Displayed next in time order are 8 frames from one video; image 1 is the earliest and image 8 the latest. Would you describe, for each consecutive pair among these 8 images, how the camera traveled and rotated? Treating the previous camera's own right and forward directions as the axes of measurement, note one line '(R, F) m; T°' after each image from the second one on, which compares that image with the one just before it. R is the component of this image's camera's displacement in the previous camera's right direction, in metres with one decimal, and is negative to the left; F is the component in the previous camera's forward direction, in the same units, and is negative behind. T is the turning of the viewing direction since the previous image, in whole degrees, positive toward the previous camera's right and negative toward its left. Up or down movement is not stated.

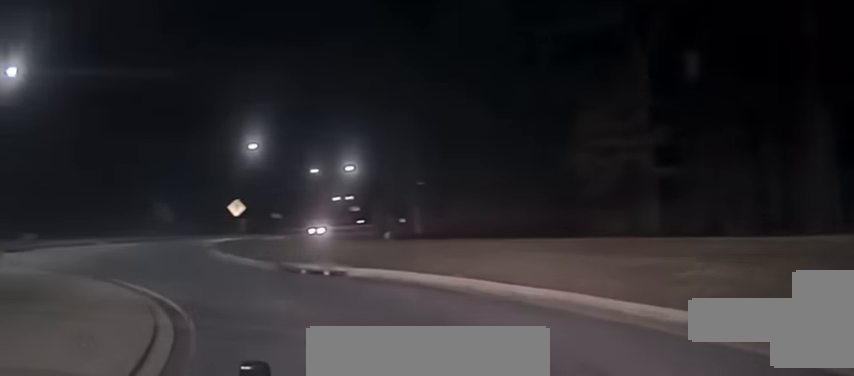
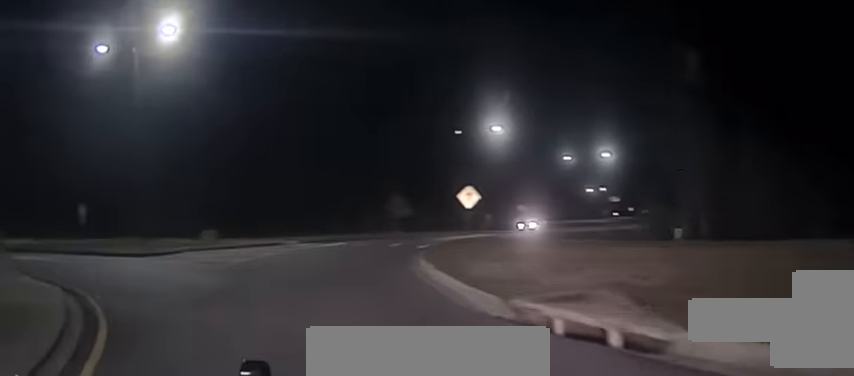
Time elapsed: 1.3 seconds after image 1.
(-1.6, +10.7) m; -18°
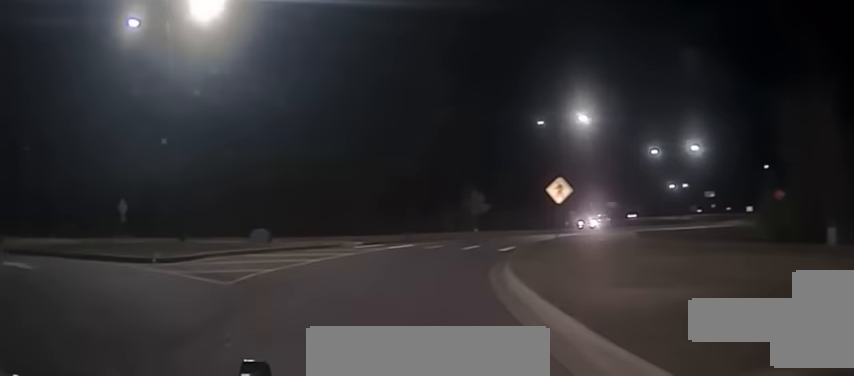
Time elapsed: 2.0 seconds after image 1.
(-0.3, +5.3) m; -7°
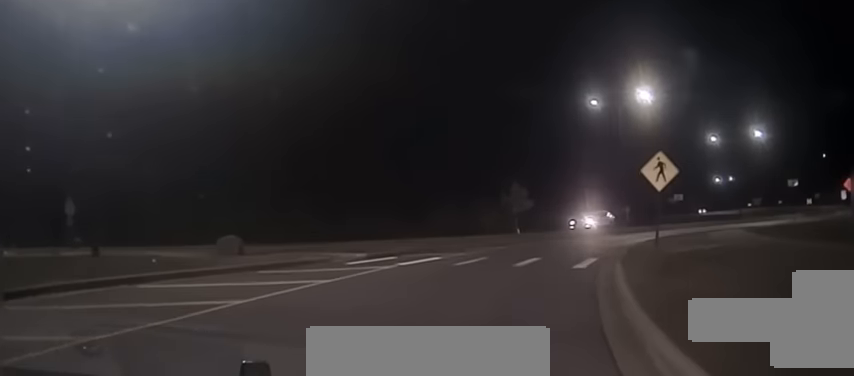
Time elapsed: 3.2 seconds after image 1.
(-0.6, +10.2) m; -1°
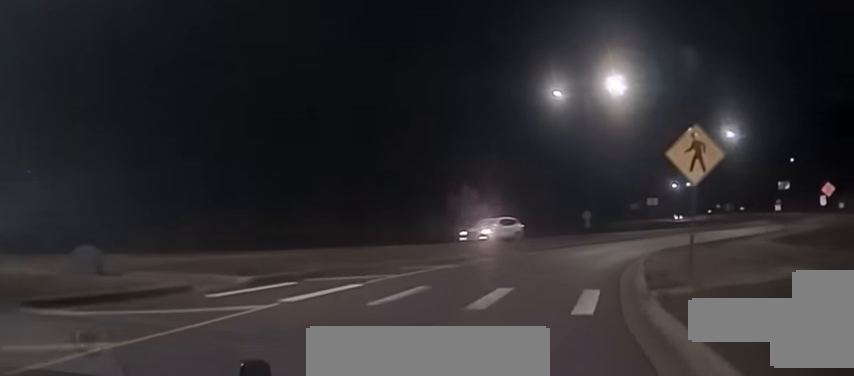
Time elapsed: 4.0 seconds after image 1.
(+0.3, +7.4) m; +4°
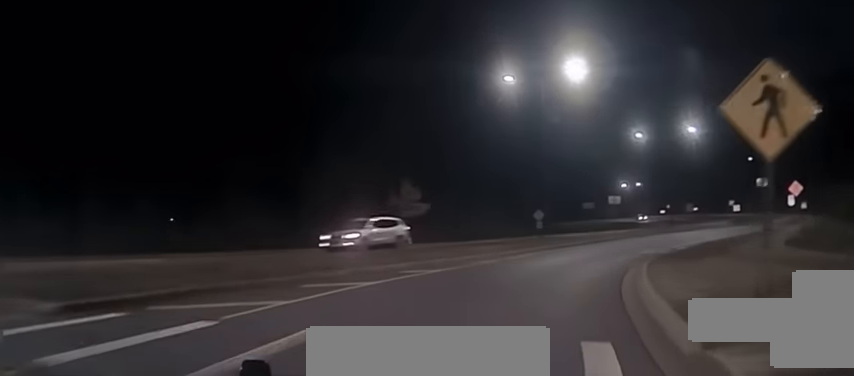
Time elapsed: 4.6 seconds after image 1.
(-0.2, +5.8) m; +5°
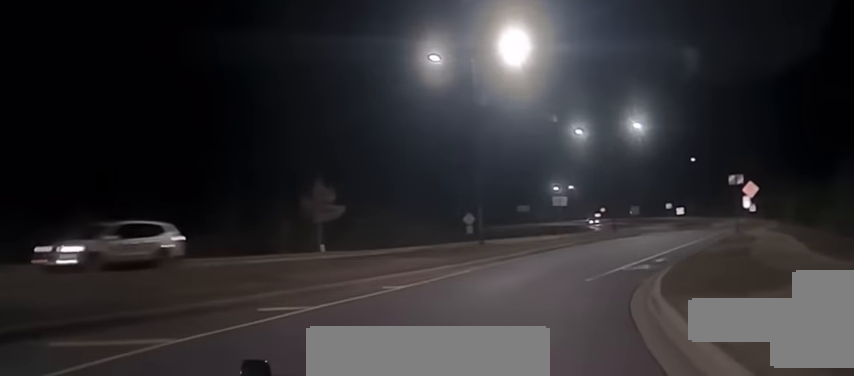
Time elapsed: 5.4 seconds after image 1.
(+0.7, +7.2) m; +7°
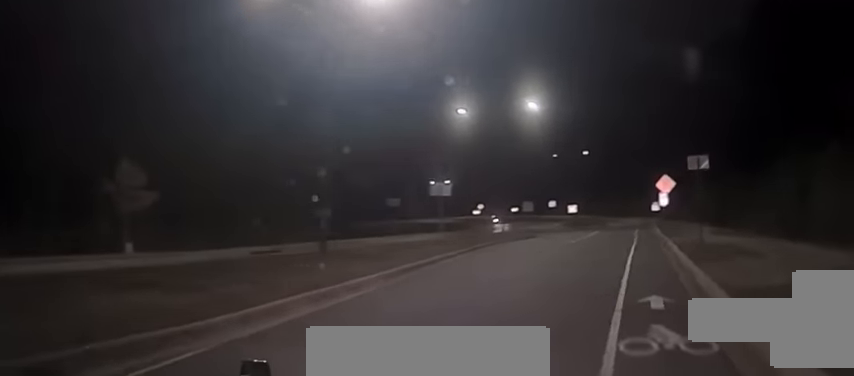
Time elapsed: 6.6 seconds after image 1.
(+1.1, +13.0) m; +8°
